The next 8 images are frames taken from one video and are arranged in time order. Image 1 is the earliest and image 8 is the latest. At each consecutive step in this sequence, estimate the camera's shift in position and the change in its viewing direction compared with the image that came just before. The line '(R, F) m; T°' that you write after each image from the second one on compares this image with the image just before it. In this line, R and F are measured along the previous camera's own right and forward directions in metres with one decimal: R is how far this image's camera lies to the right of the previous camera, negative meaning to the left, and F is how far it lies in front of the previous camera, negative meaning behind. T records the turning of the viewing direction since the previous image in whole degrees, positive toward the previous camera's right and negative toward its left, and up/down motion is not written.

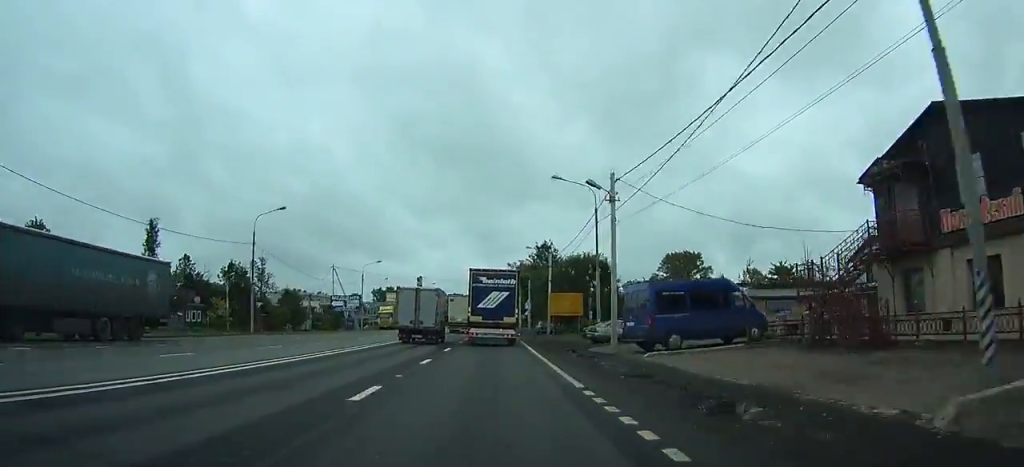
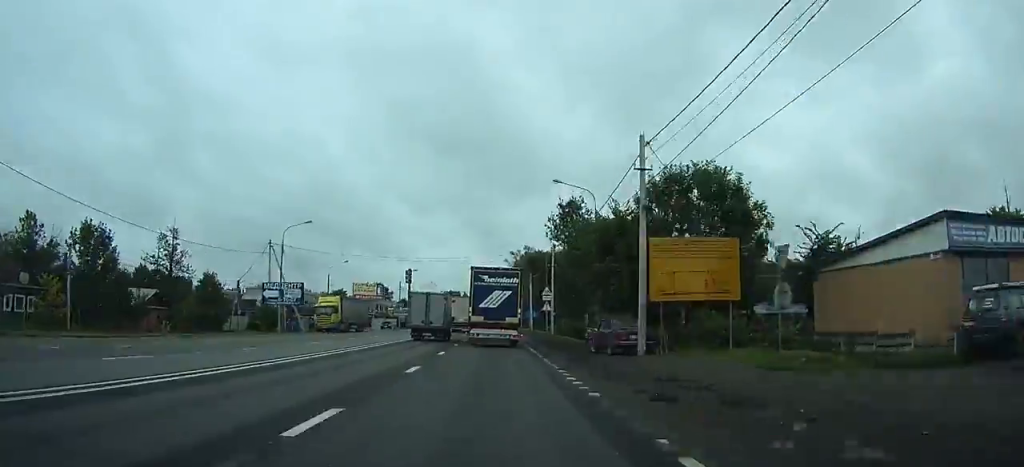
(0.0, +38.2) m; +1°
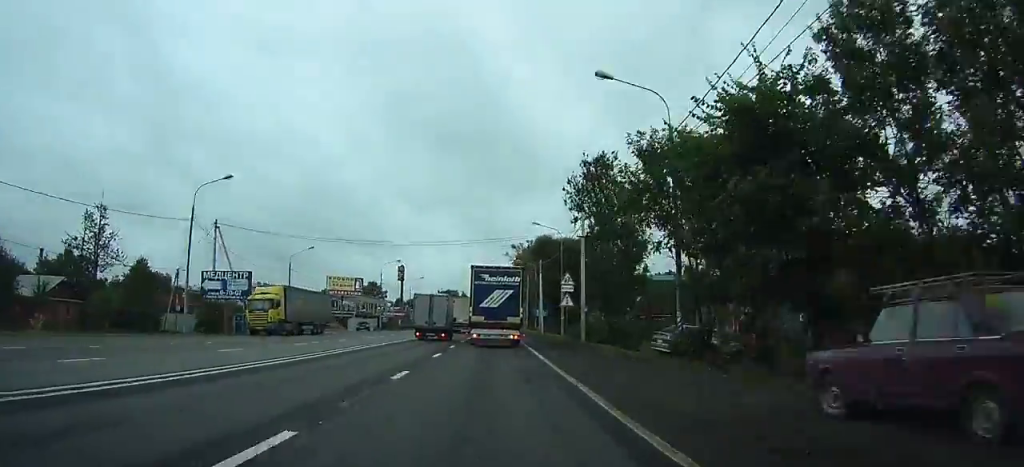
(+0.2, +18.2) m; 0°
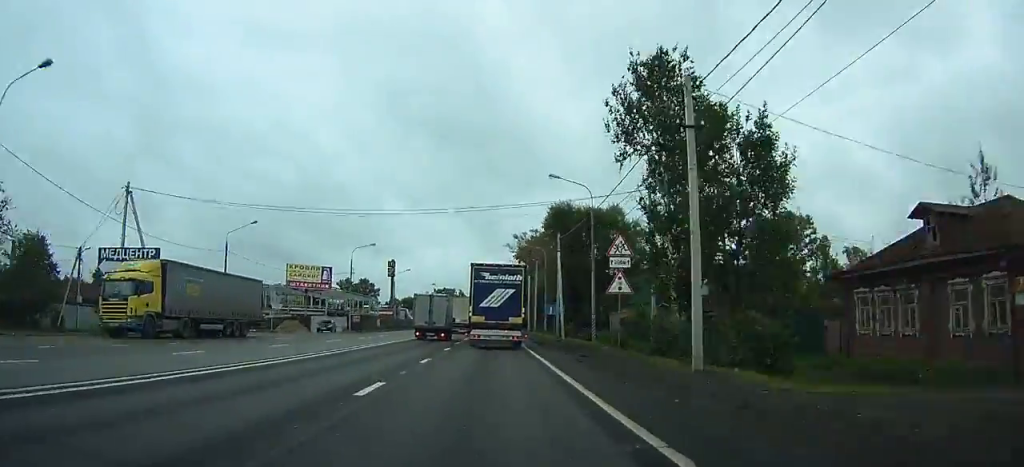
(+0.1, +18.7) m; 0°
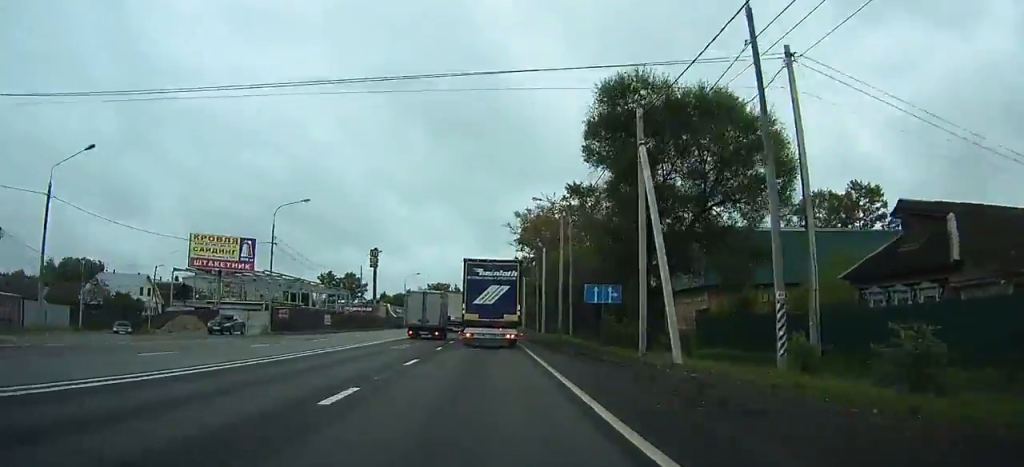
(+0.1, +25.8) m; +1°
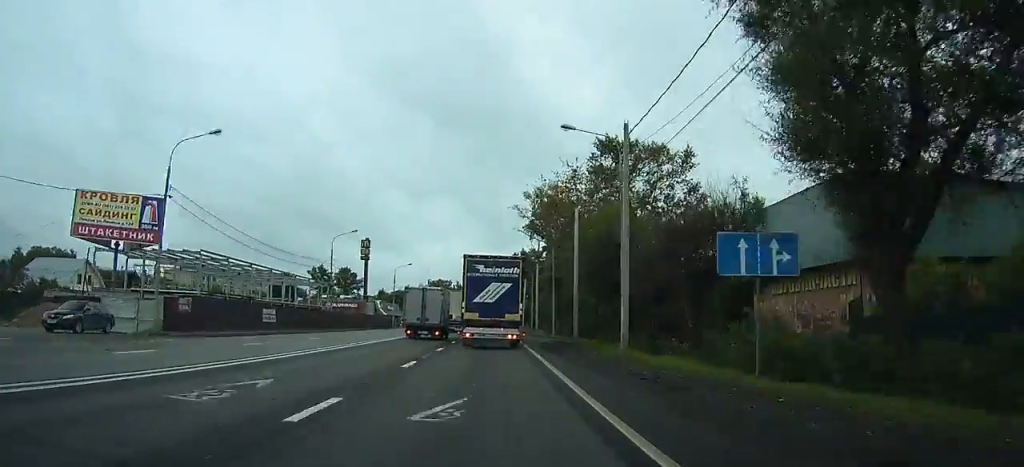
(-0.3, +17.0) m; +3°
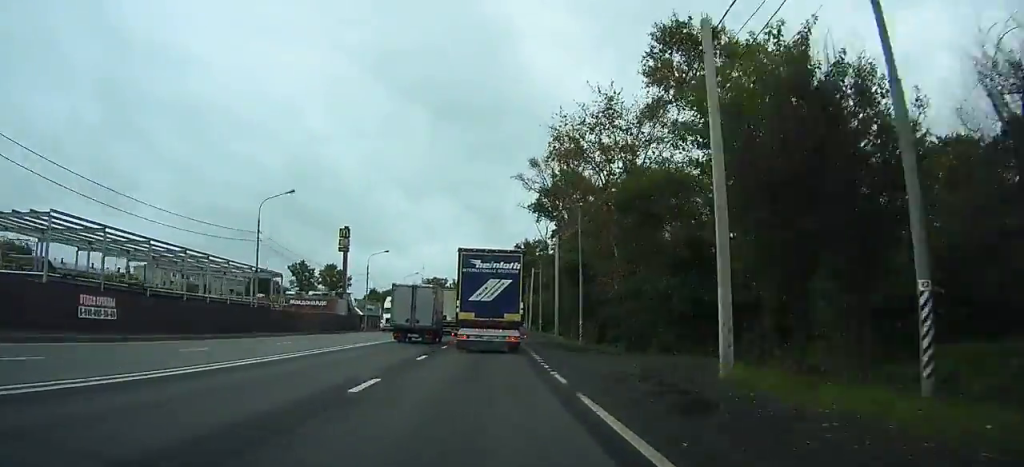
(+1.2, +19.9) m; -2°
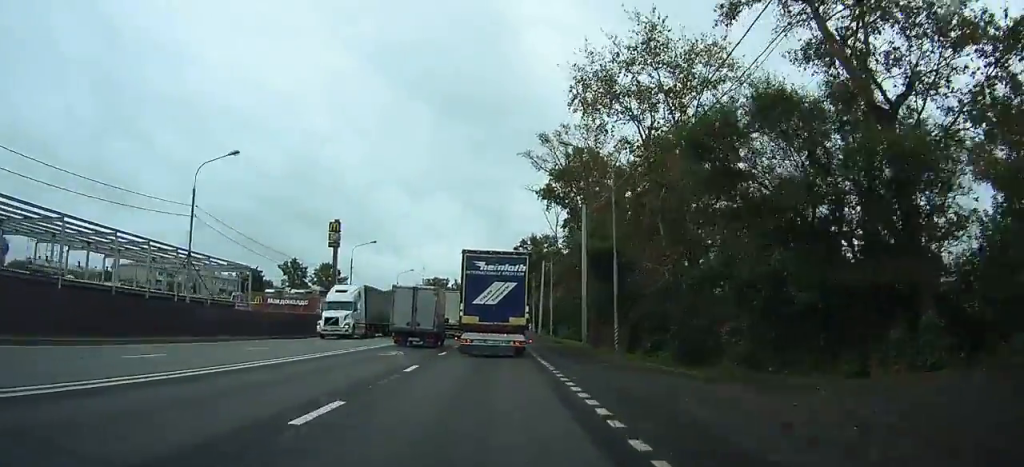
(0.0, +11.3) m; -3°
